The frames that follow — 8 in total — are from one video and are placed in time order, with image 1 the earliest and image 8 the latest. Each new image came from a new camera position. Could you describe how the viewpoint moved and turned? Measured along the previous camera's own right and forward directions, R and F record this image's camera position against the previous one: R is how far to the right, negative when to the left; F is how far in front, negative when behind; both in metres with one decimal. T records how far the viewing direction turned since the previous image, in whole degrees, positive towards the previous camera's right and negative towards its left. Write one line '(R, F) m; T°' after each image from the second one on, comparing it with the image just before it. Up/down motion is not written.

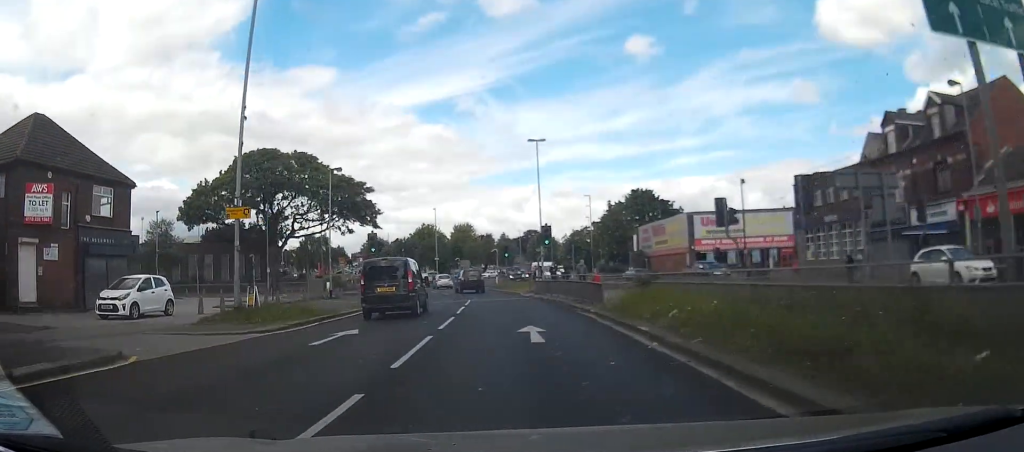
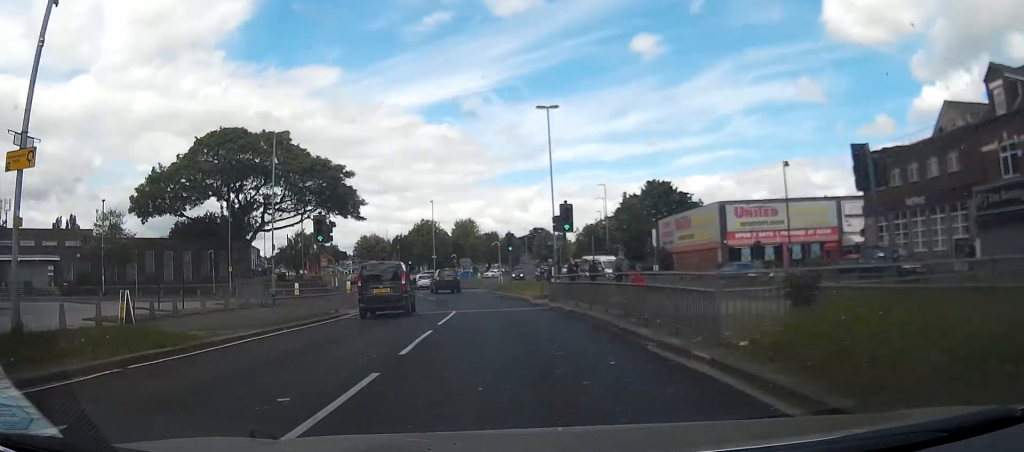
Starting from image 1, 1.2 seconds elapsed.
(-0.2, +10.8) m; -3°
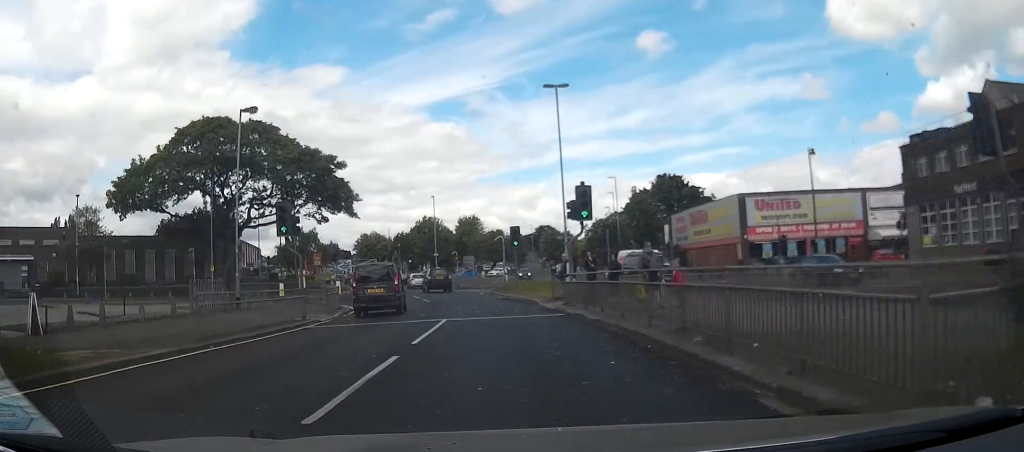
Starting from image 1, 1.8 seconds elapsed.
(0.0, +4.6) m; -2°
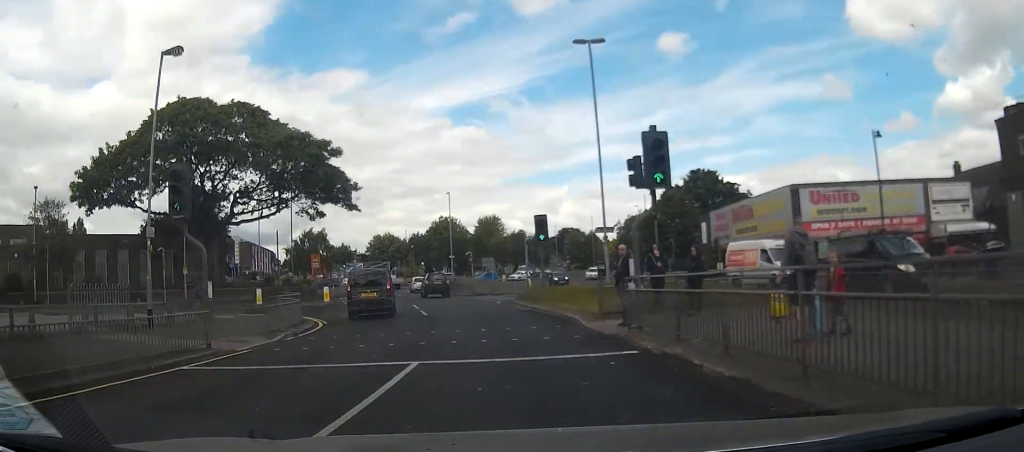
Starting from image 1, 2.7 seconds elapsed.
(-0.3, +8.0) m; -4°
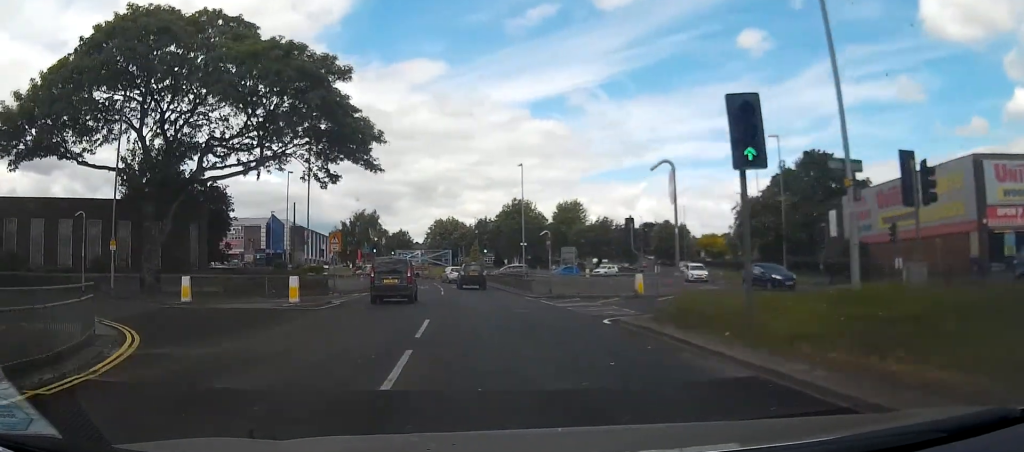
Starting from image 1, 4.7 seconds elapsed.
(-1.2, +16.5) m; -6°
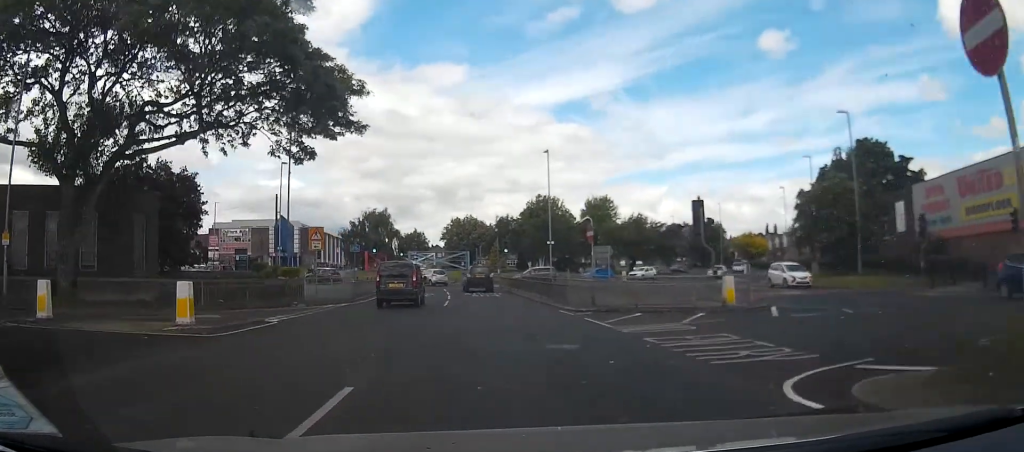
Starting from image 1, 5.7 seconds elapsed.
(-0.1, +8.9) m; -1°
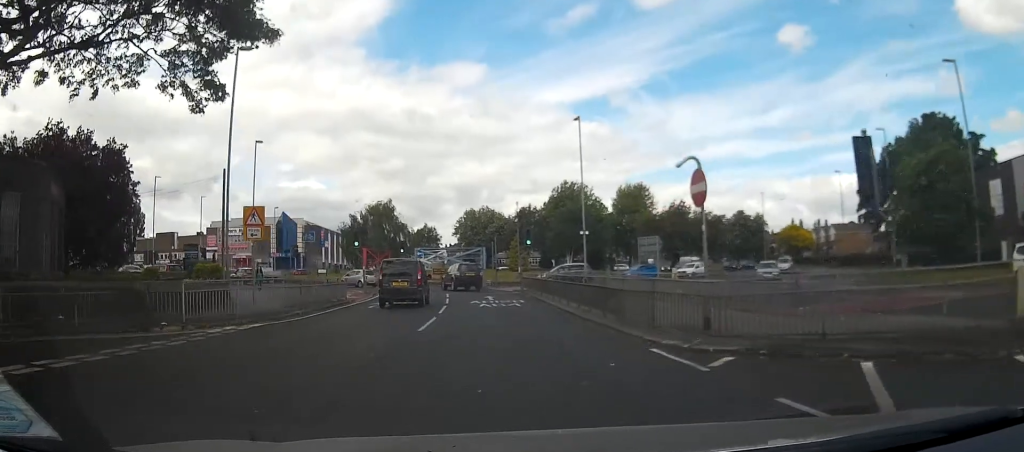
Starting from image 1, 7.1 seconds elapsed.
(0.0, +11.2) m; +2°
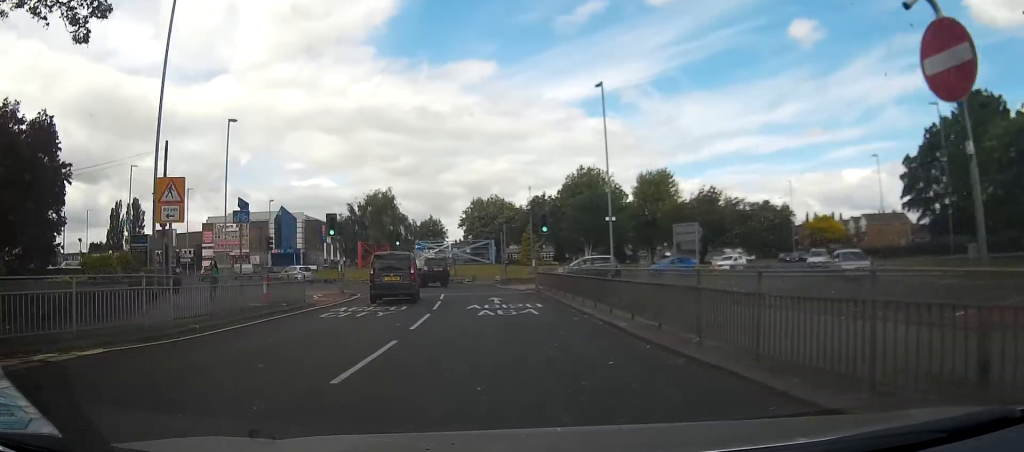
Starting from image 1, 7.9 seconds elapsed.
(+0.3, +7.5) m; +1°
